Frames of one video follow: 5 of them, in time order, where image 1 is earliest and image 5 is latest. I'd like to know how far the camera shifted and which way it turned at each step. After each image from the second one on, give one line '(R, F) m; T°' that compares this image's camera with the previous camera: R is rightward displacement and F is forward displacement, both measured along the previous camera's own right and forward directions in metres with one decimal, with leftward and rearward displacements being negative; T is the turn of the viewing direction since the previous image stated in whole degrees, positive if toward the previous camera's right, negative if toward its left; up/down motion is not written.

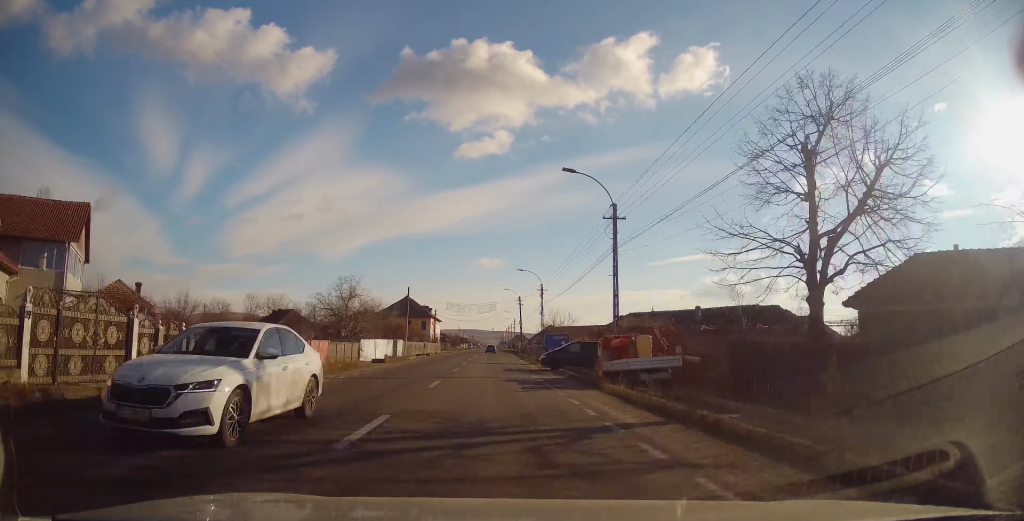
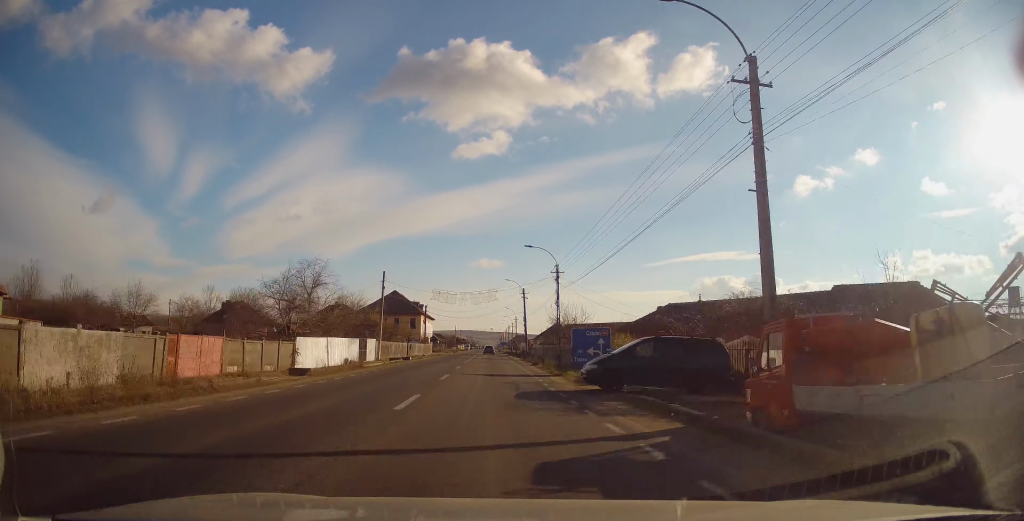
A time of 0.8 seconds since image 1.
(0.0, +14.3) m; -1°
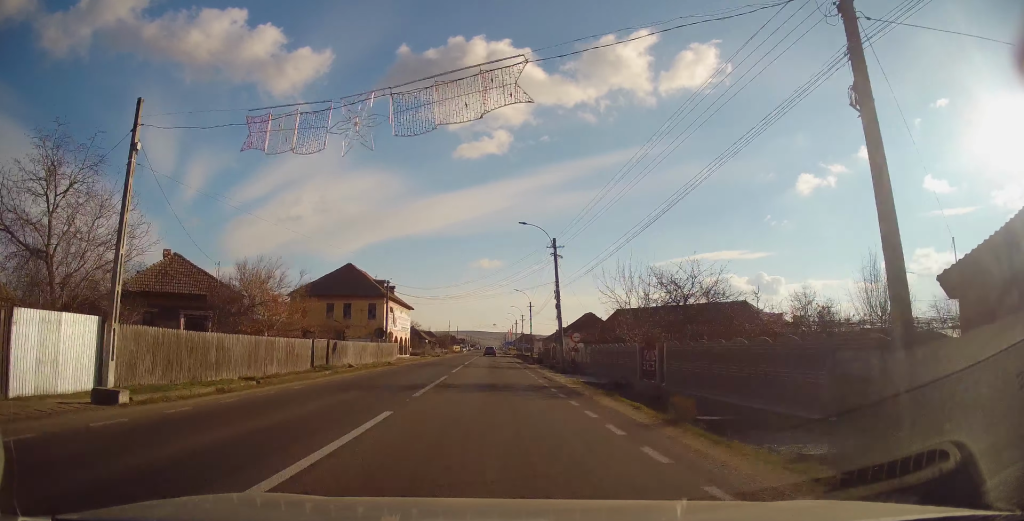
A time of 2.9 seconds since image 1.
(0.0, +36.5) m; +1°
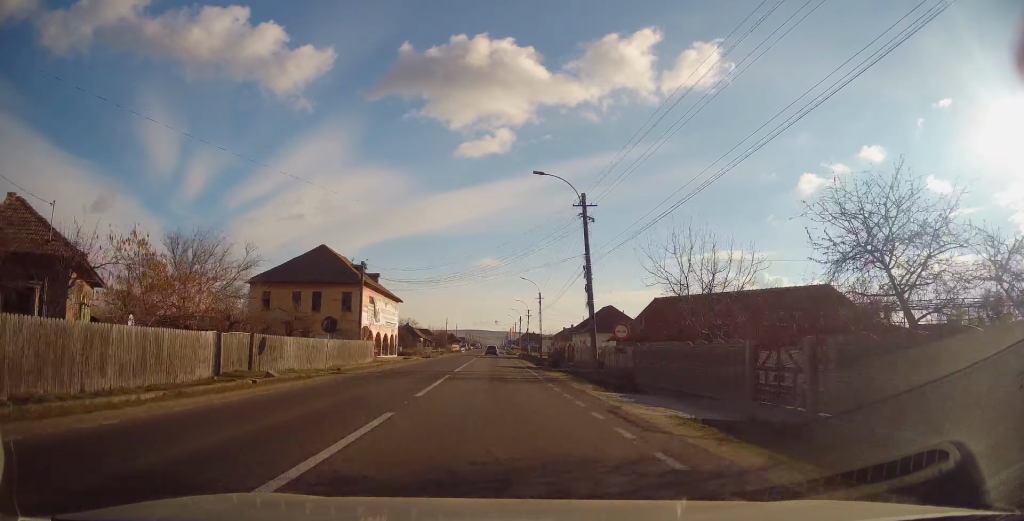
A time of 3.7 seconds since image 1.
(+0.1, +12.6) m; -1°
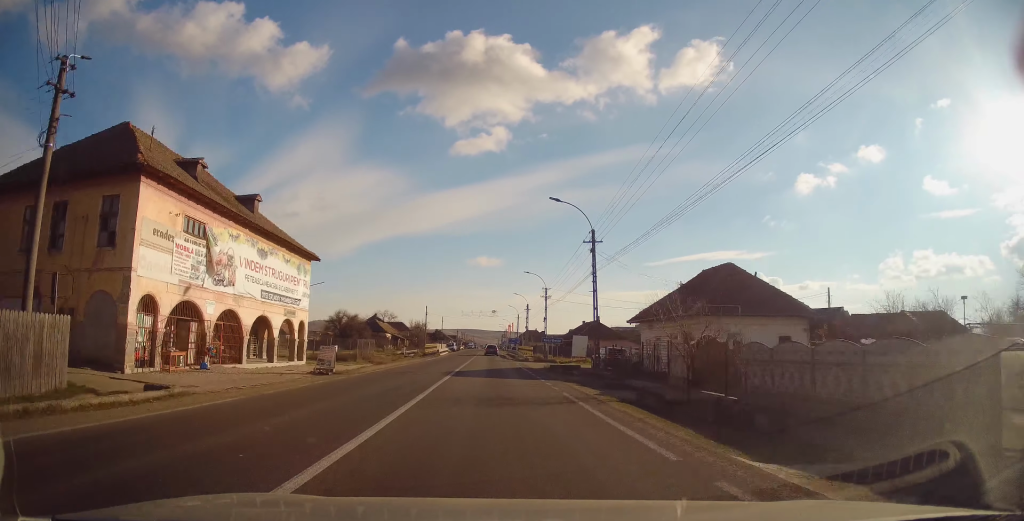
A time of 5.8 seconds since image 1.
(-0.2, +35.7) m; +1°
